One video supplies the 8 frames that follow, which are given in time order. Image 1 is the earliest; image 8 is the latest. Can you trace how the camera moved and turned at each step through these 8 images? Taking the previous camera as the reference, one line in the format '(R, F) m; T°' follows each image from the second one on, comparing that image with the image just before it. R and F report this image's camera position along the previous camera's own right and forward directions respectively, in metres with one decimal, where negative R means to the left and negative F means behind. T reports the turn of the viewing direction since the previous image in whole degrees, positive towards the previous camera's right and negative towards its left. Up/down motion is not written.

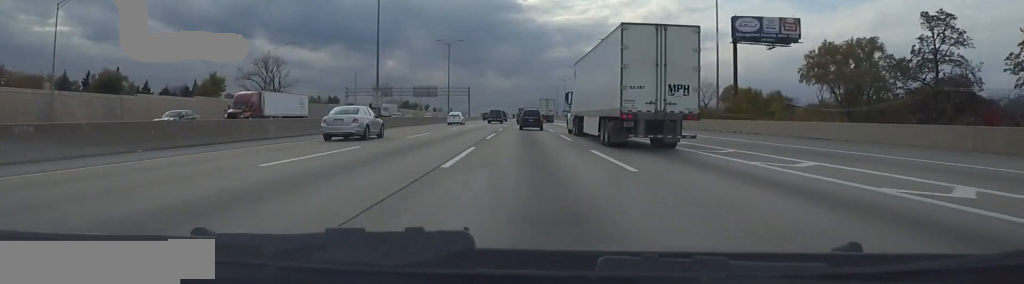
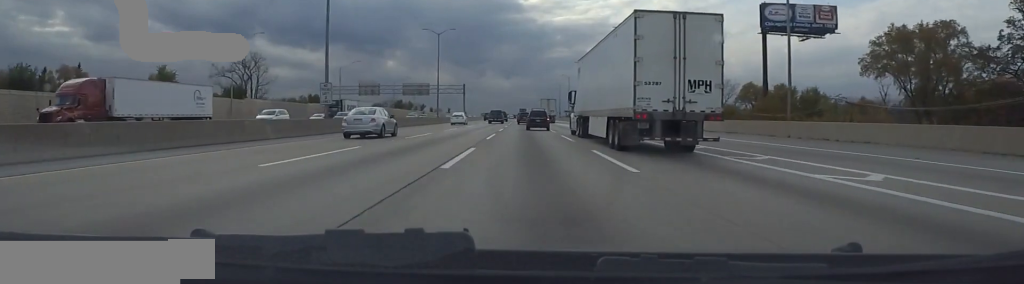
(0.0, +15.6) m; 0°
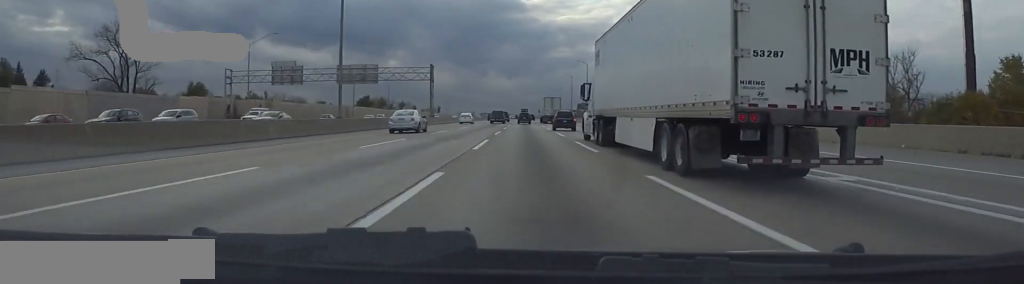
(0.0, +54.7) m; 0°
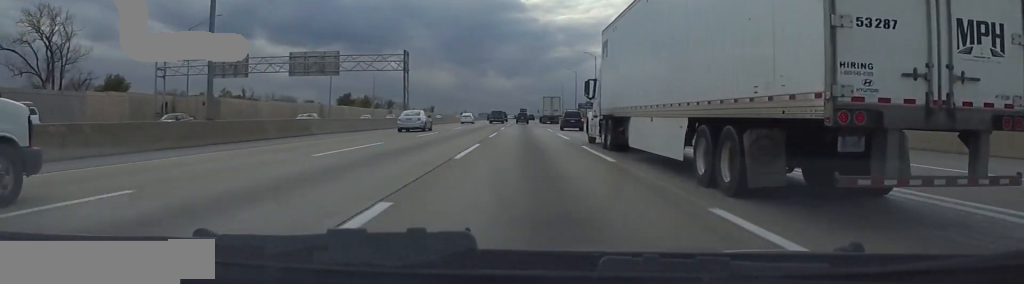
(0.0, +19.7) m; 0°
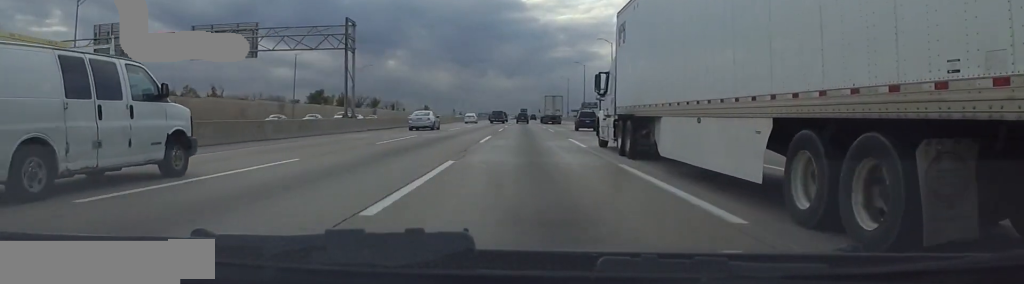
(0.0, +24.3) m; 0°
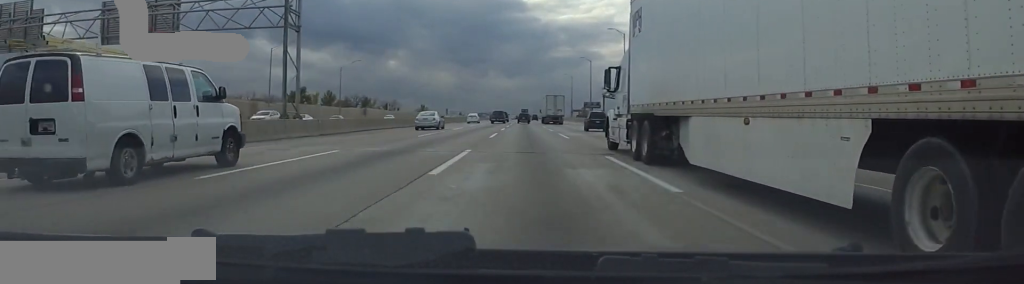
(0.0, +12.9) m; 0°
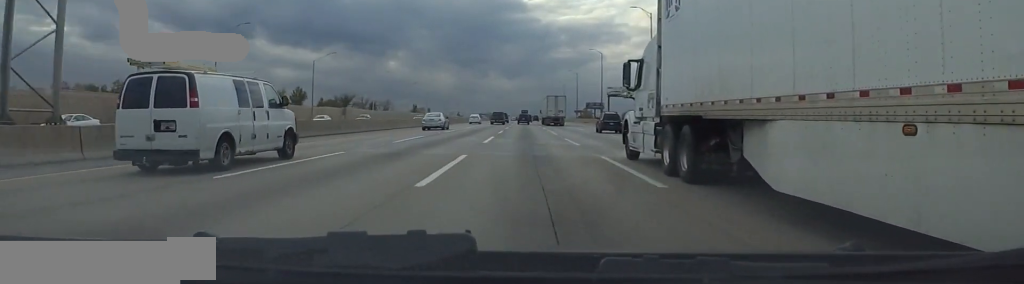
(0.0, +21.0) m; 0°
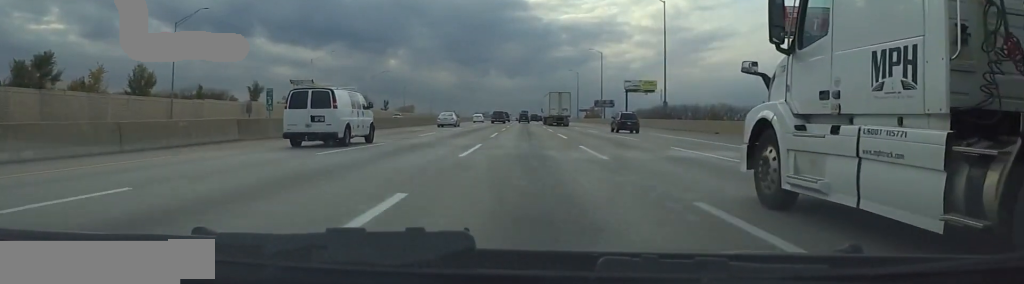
(0.0, +57.0) m; 0°
